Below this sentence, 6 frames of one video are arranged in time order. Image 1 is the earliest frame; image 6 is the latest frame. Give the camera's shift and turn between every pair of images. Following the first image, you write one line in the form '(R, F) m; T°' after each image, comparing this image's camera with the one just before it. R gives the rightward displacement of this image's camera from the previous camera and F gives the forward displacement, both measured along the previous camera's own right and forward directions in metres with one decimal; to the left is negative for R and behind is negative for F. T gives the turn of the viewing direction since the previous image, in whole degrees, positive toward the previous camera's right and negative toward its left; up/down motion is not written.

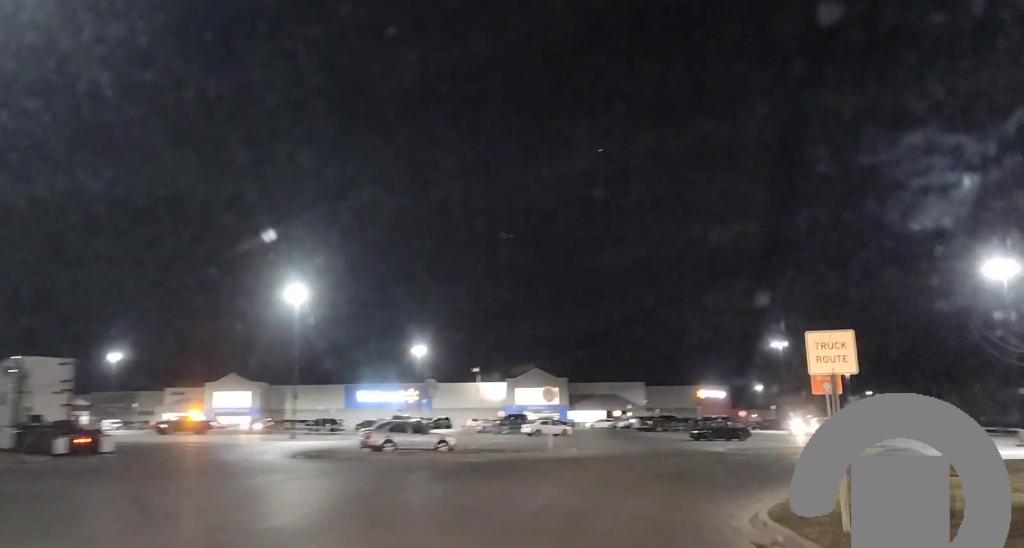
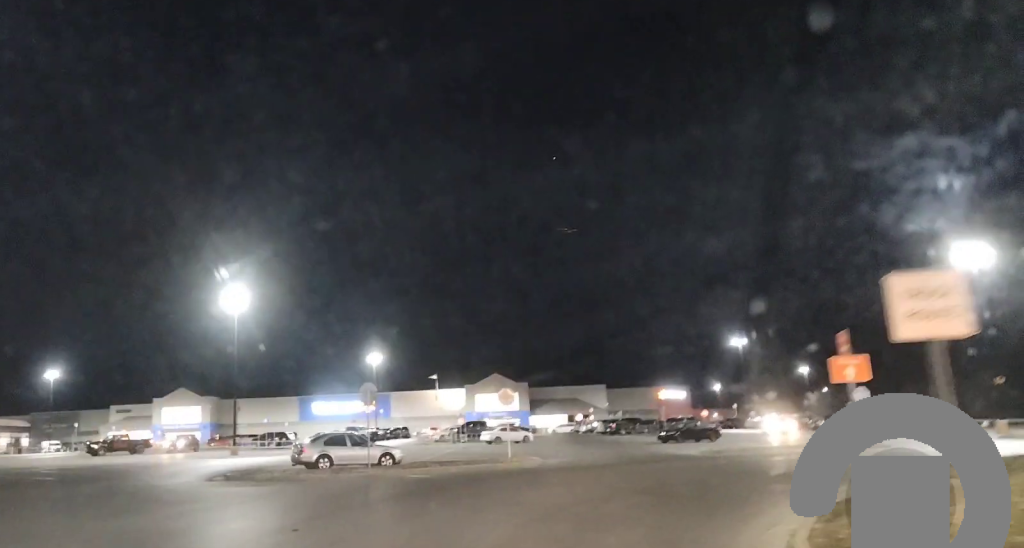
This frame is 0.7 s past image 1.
(+0.1, +4.8) m; +4°
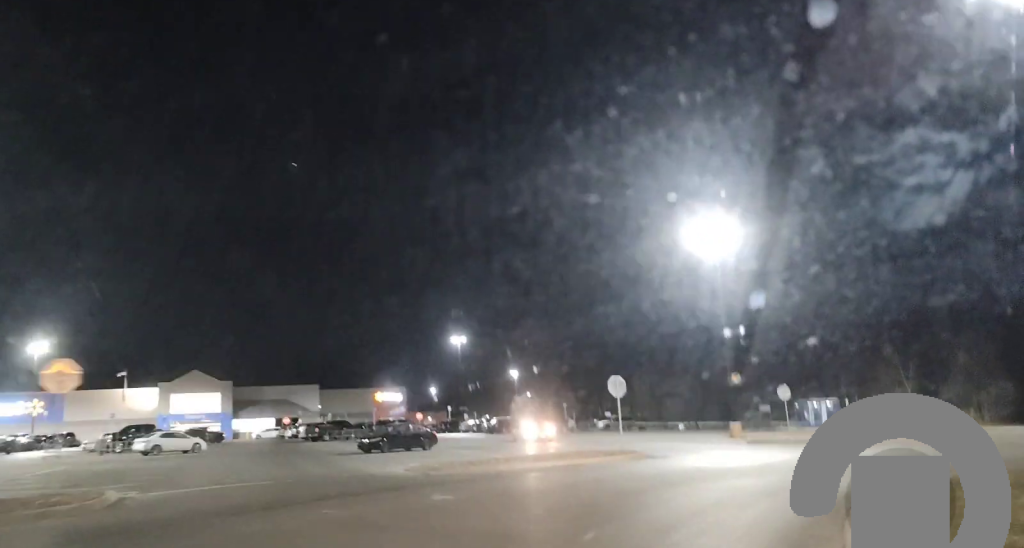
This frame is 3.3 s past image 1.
(+2.3, +16.7) m; +12°
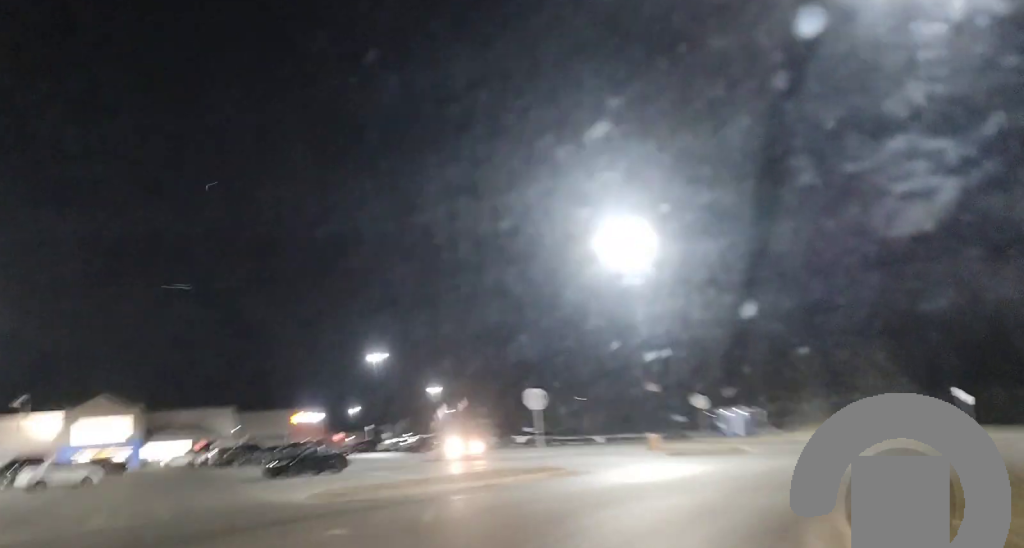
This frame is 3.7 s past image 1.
(0.0, +2.7) m; +3°
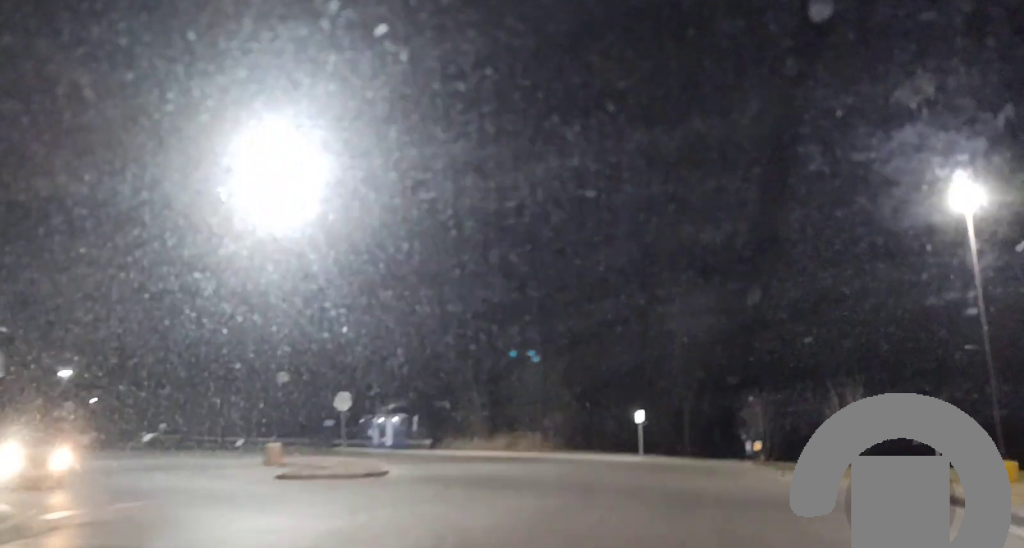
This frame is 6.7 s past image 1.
(+3.9, +15.2) m; +26°
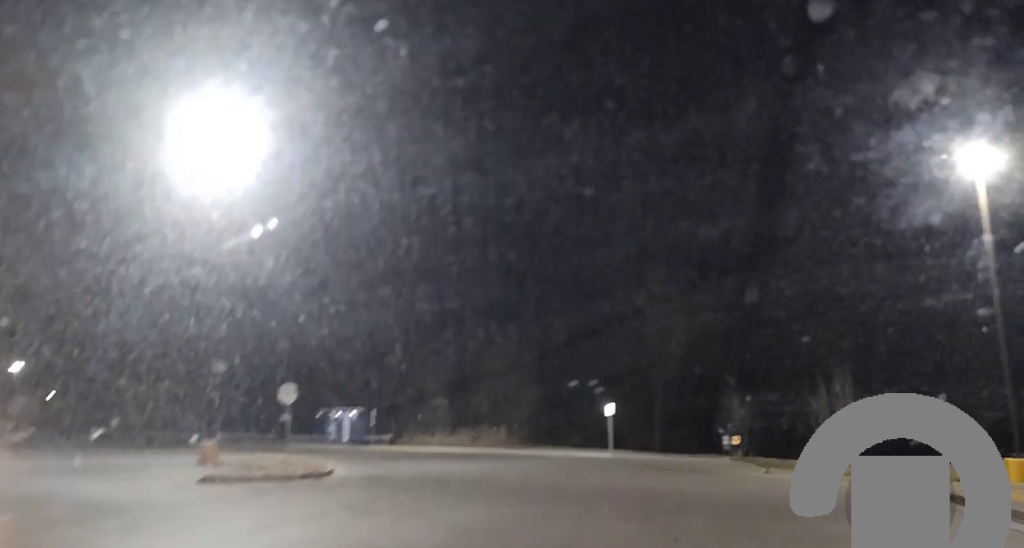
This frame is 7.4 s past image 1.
(+0.3, +3.3) m; +1°
